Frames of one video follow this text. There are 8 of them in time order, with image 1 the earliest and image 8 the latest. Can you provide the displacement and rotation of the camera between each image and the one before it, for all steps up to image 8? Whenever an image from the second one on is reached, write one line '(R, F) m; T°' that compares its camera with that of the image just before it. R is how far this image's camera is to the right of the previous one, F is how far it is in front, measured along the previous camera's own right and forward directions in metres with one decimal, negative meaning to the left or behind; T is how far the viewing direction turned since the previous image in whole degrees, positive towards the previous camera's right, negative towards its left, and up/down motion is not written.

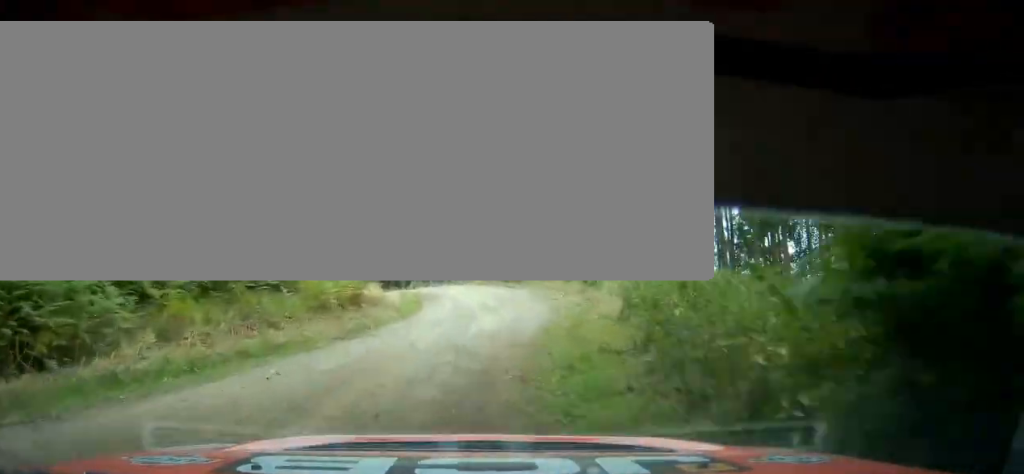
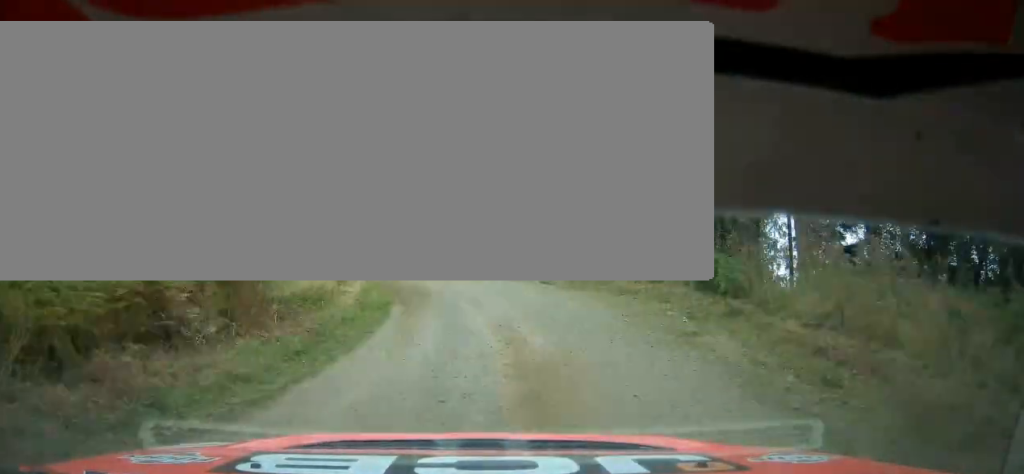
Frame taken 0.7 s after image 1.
(-0.2, +16.0) m; +1°
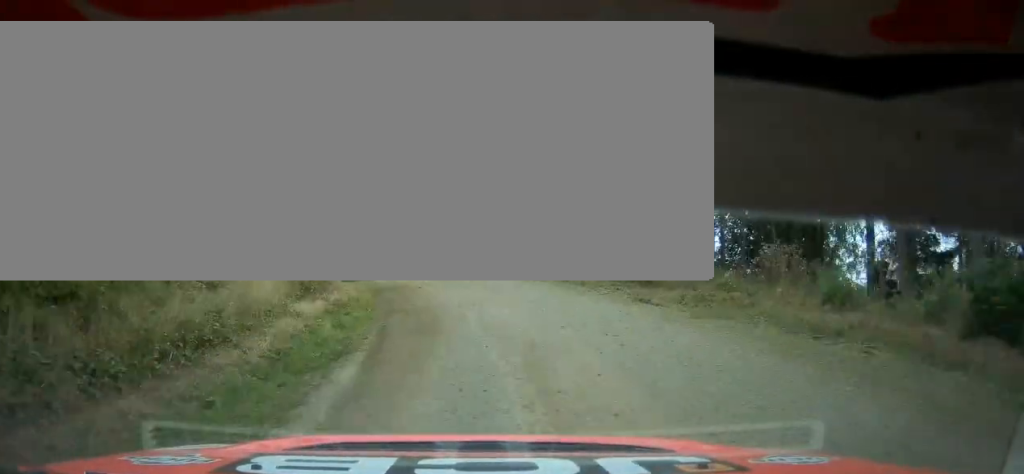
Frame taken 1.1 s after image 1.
(-0.1, +9.9) m; 0°
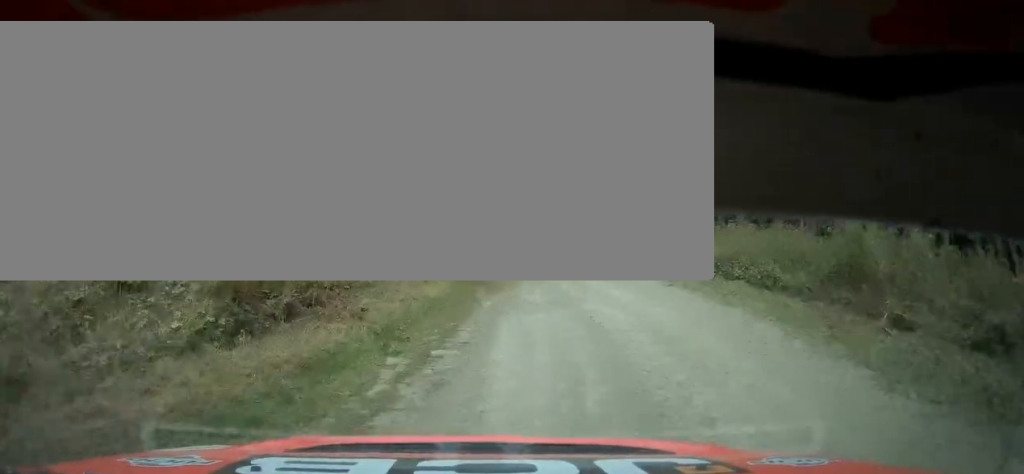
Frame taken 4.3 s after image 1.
(-13.1, +70.4) m; -17°
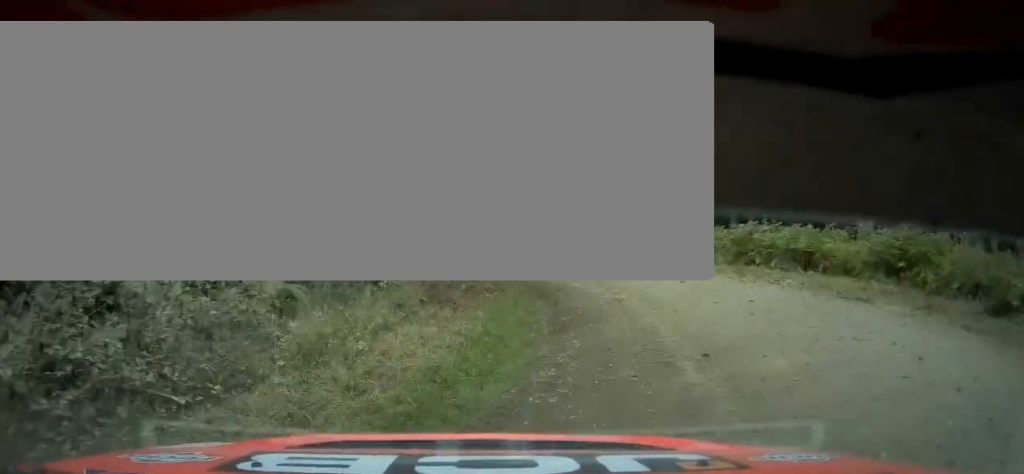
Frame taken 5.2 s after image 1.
(-0.2, +18.5) m; -3°
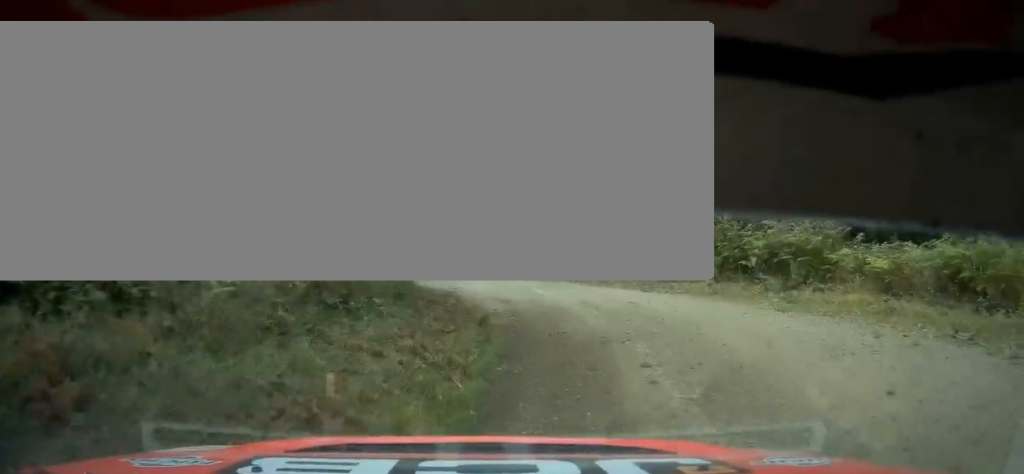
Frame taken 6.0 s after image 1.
(+0.7, +14.7) m; -9°
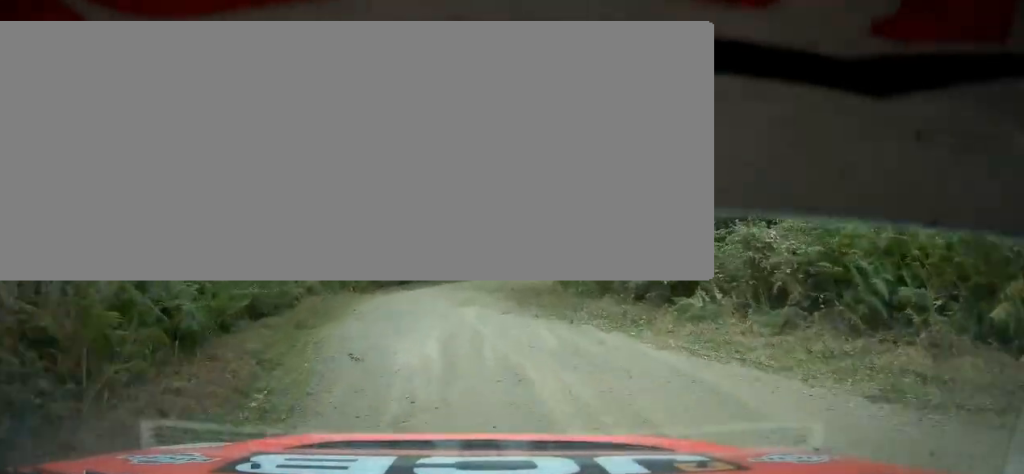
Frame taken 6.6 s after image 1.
(-2.5, +11.3) m; -10°
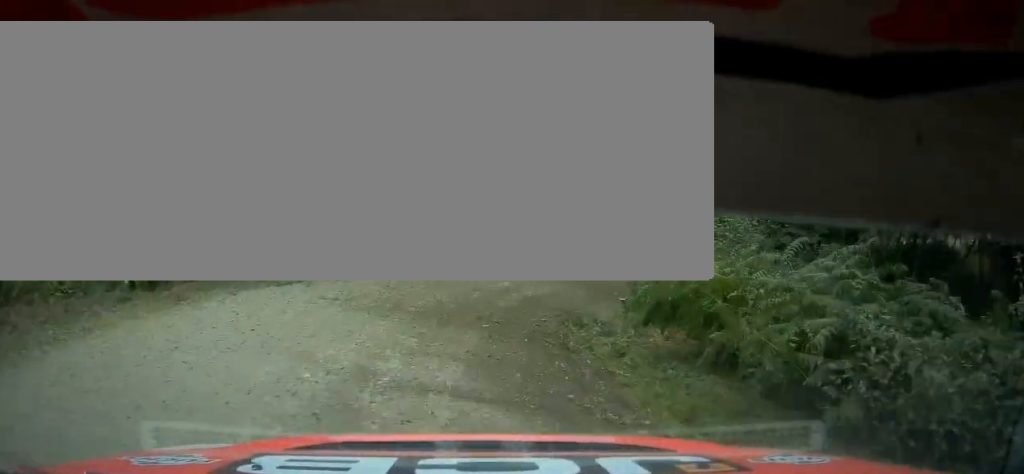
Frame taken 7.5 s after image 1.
(-1.4, +14.5) m; -5°
